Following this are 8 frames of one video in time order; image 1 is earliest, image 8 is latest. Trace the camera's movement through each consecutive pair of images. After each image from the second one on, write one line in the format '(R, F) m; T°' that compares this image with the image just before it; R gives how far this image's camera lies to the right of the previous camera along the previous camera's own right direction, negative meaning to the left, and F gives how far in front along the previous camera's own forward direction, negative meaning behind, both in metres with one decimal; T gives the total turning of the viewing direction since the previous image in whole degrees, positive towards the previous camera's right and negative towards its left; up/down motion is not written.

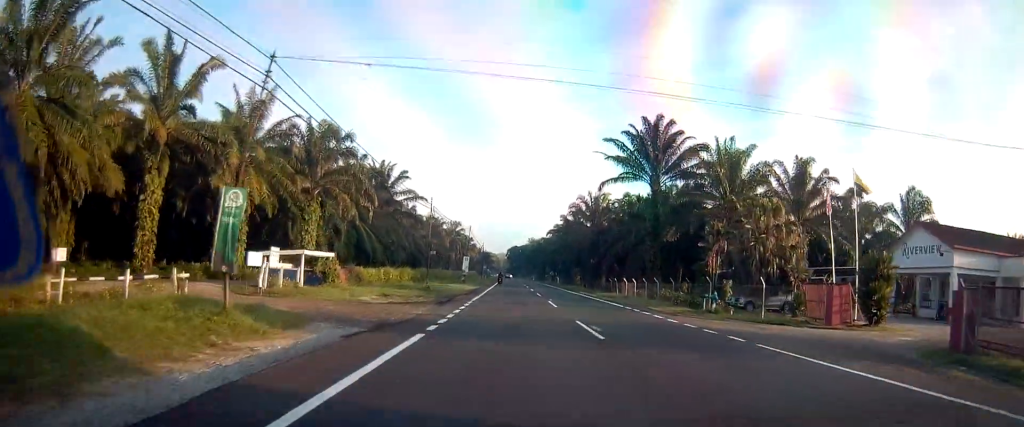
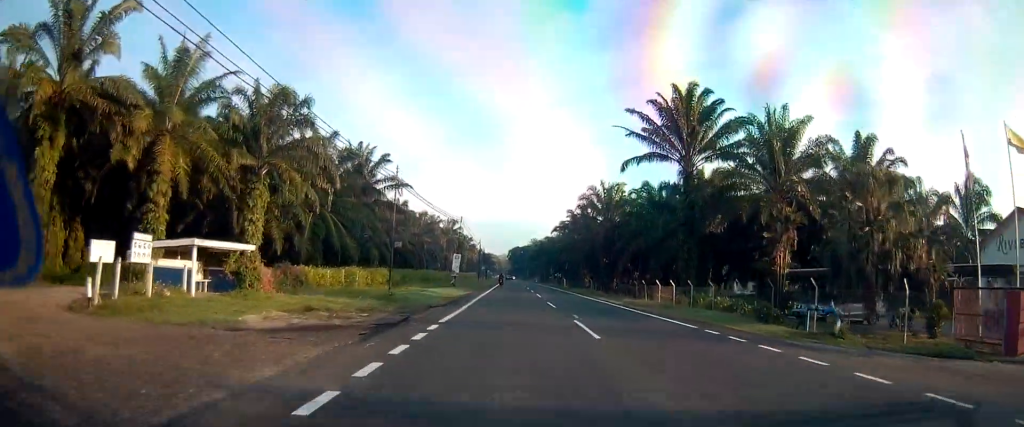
(0.0, +11.7) m; 0°
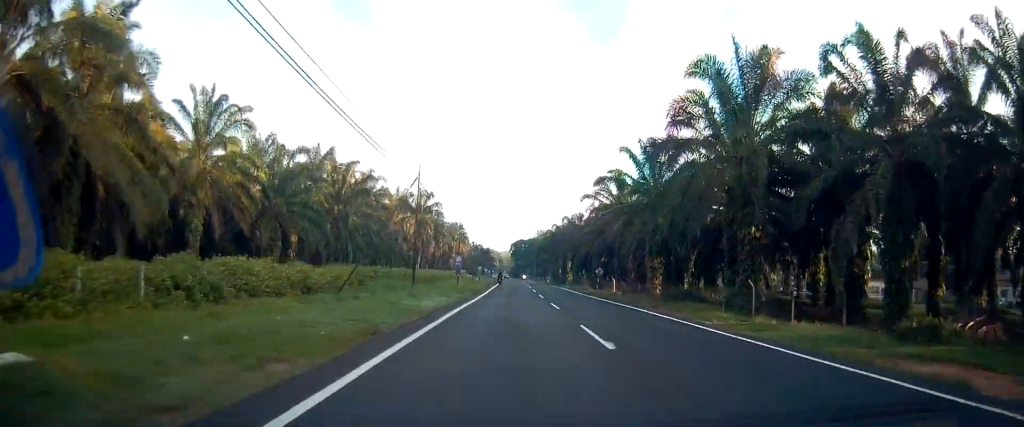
(+0.2, +49.8) m; 0°
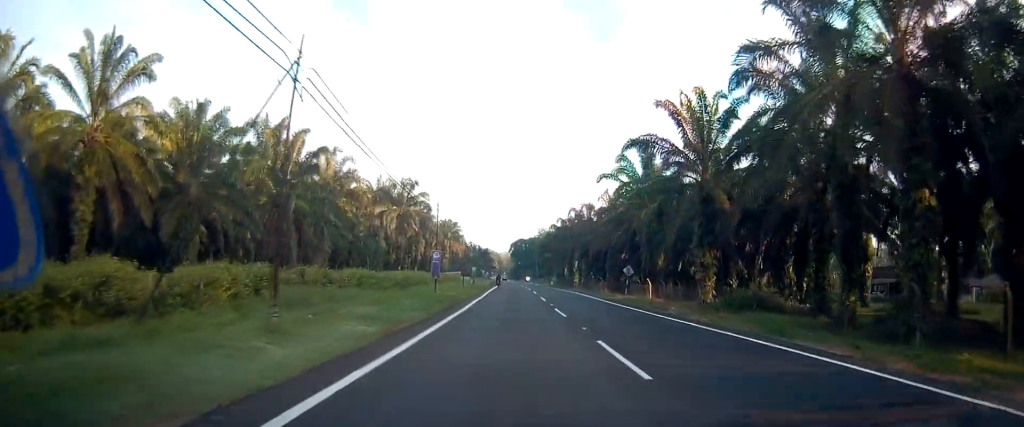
(0.0, +15.0) m; 0°
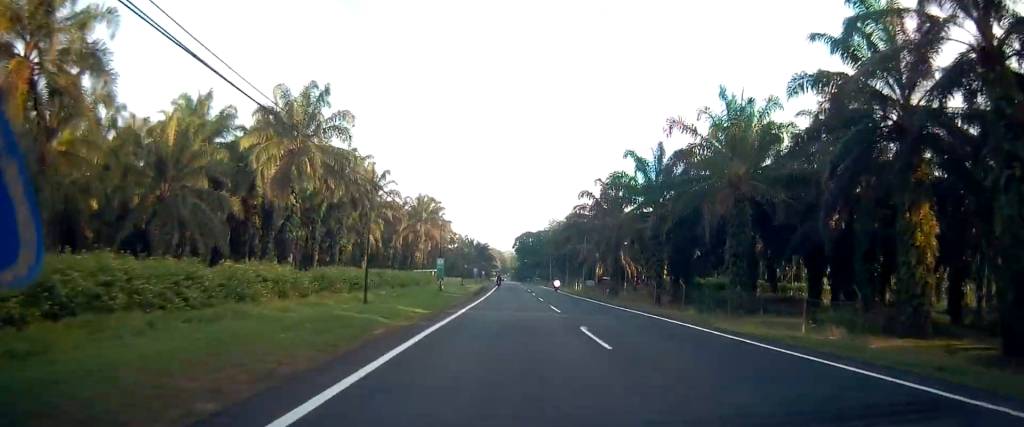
(+0.1, +44.4) m; -1°
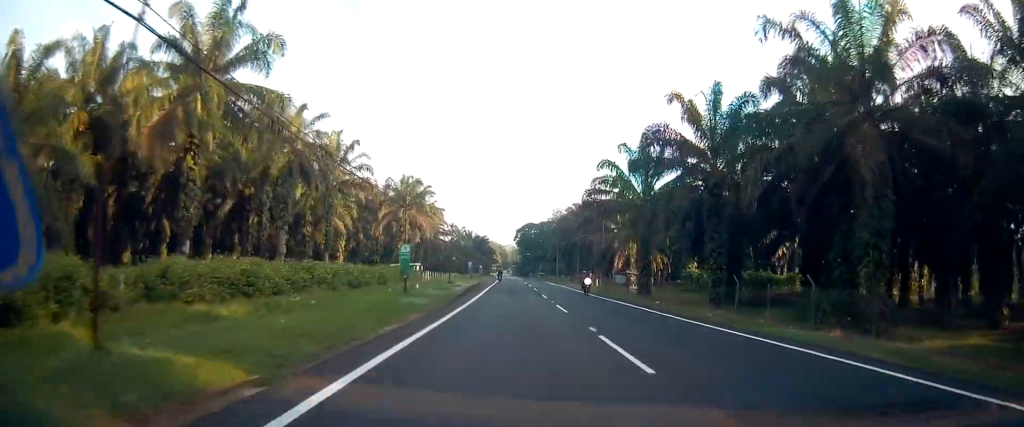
(0.0, +15.2) m; -1°
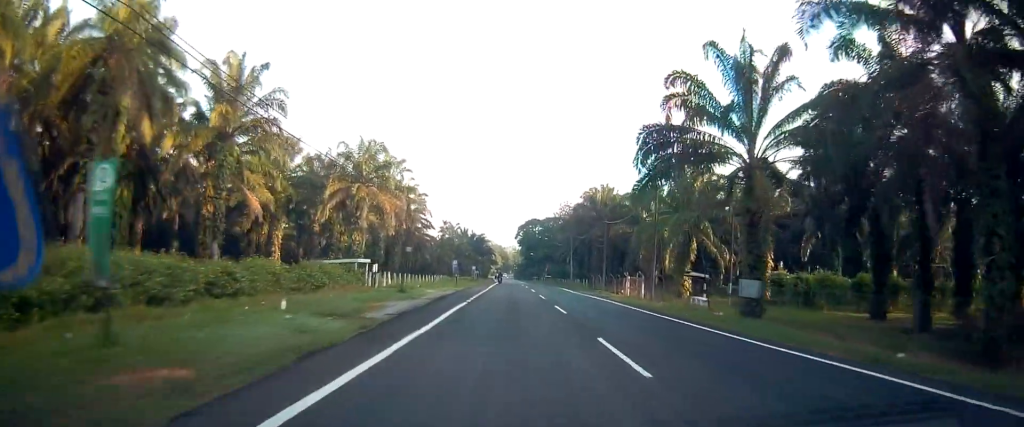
(-0.5, +24.1) m; 0°
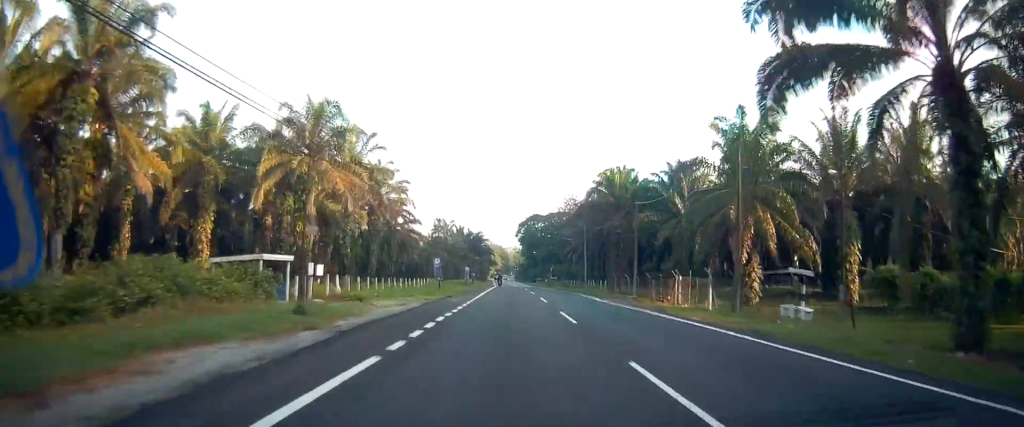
(+0.6, +15.6) m; 0°
